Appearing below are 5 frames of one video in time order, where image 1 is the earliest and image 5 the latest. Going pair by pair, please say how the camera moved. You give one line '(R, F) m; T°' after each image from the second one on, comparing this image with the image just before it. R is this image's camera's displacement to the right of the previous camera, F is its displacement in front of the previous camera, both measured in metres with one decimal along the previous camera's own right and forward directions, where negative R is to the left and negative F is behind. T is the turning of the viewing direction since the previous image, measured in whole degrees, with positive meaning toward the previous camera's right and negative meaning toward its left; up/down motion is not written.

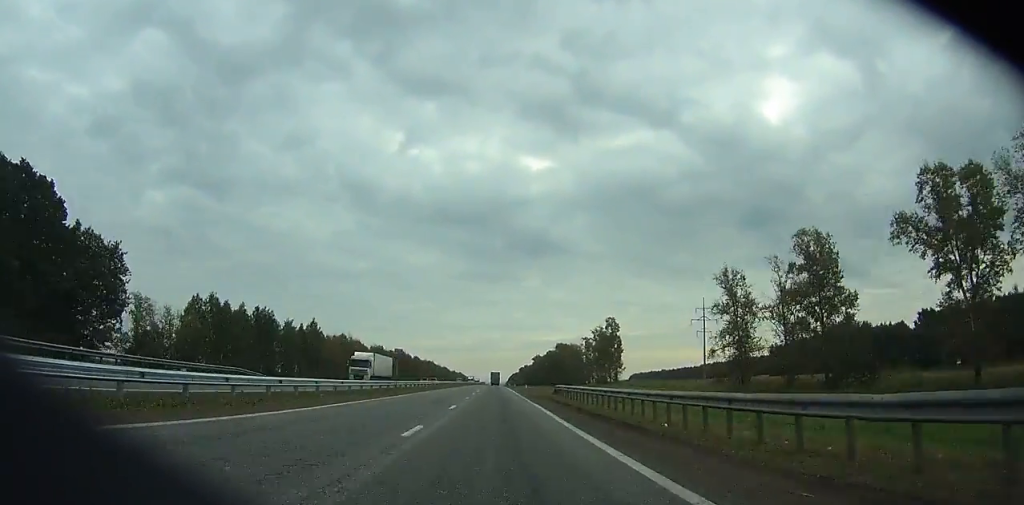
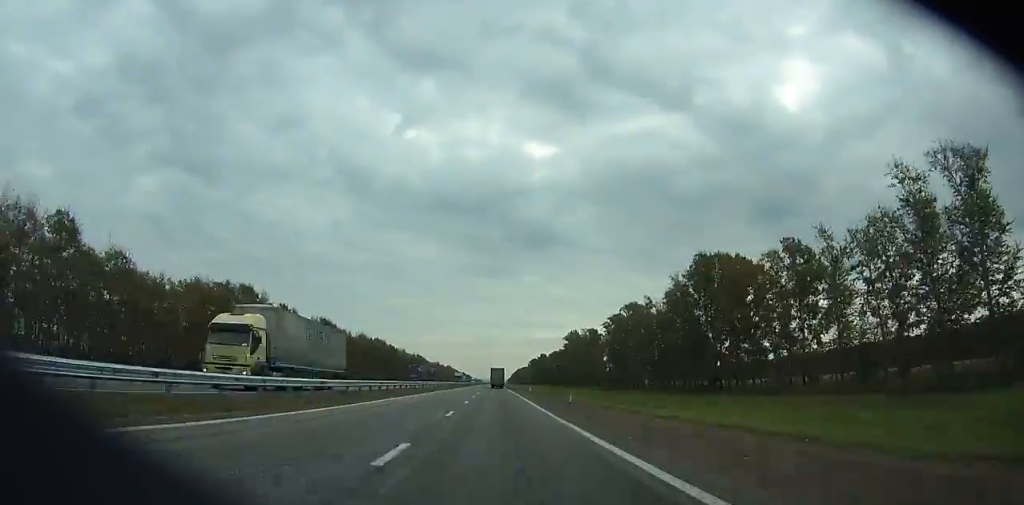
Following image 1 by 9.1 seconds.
(+4.1, +222.7) m; +1°
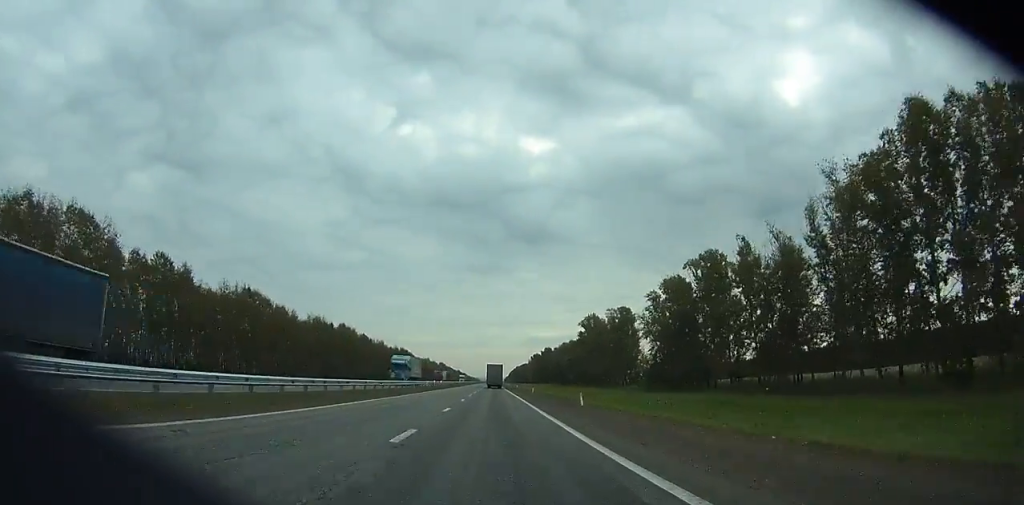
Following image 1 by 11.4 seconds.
(+0.1, +56.1) m; 0°
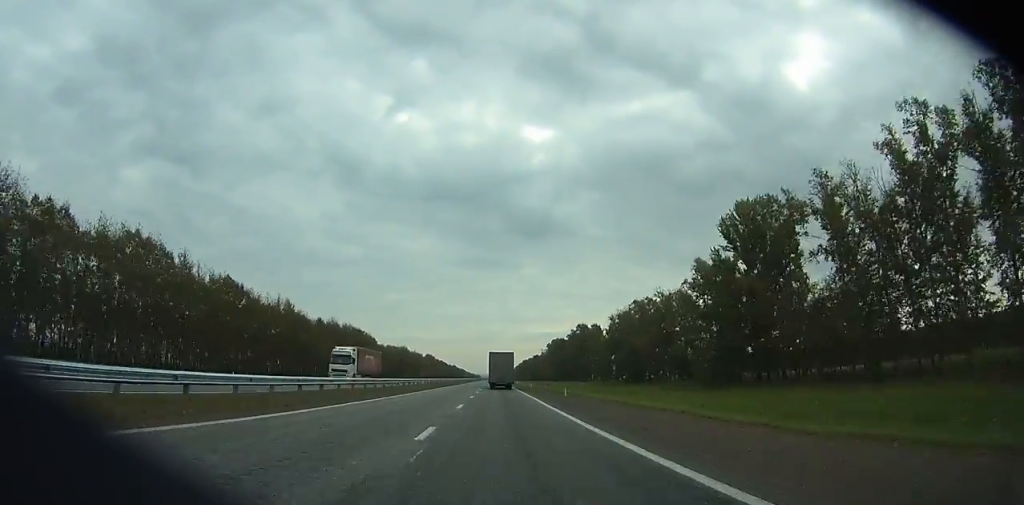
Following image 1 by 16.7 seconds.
(0.0, +129.2) m; 0°
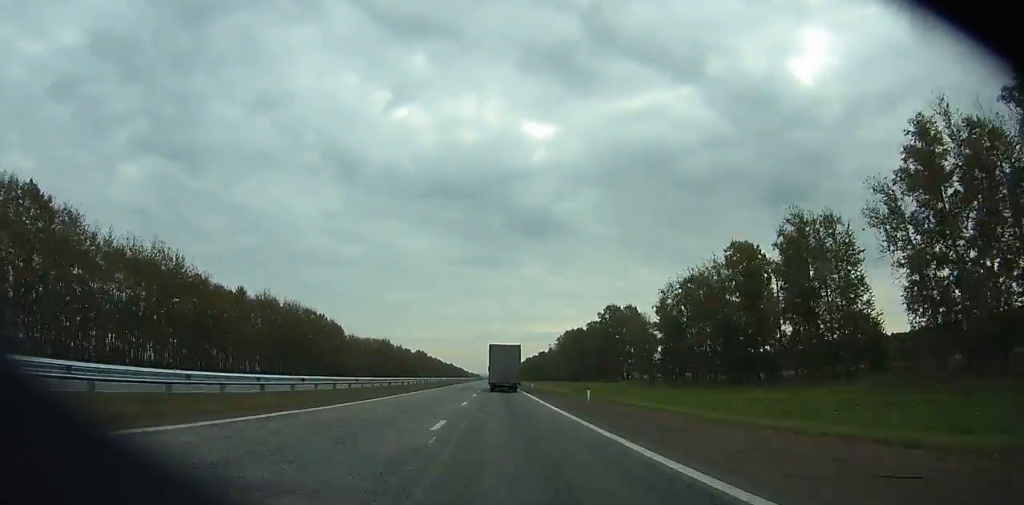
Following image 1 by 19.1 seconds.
(0.0, +57.8) m; 0°
